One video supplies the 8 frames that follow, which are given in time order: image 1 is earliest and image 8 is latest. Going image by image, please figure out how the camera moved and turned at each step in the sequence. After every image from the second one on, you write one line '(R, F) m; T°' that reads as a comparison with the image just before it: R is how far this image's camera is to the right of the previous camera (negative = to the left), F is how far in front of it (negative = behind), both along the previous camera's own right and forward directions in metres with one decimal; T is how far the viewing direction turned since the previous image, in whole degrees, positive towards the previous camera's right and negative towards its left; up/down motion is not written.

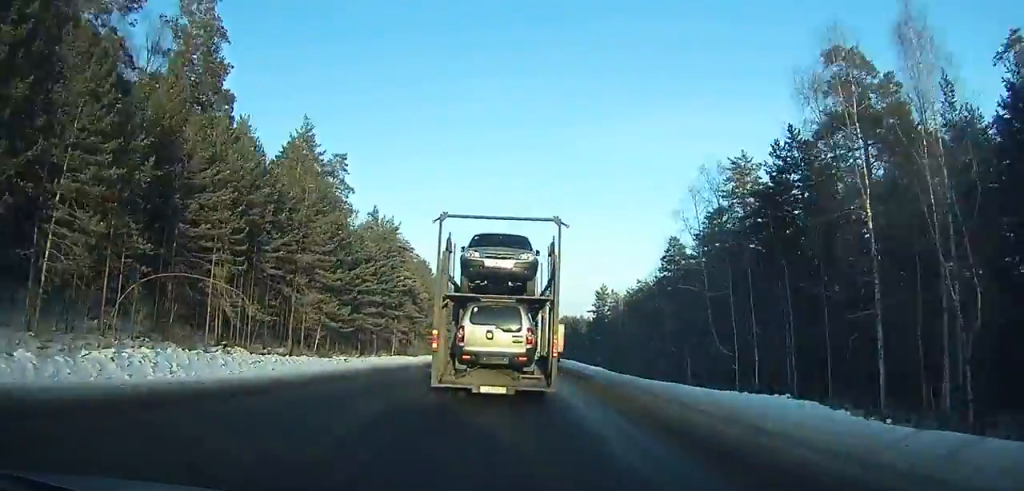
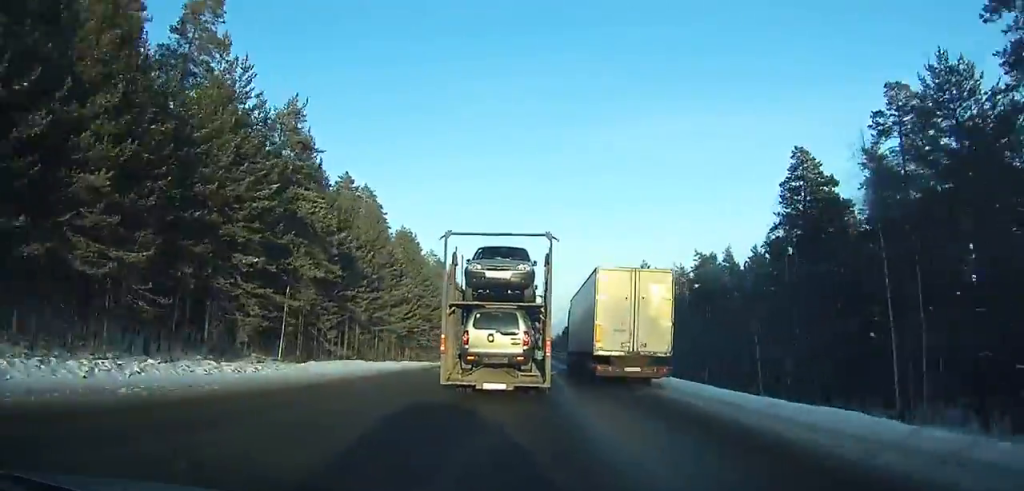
(-0.3, +42.4) m; 0°
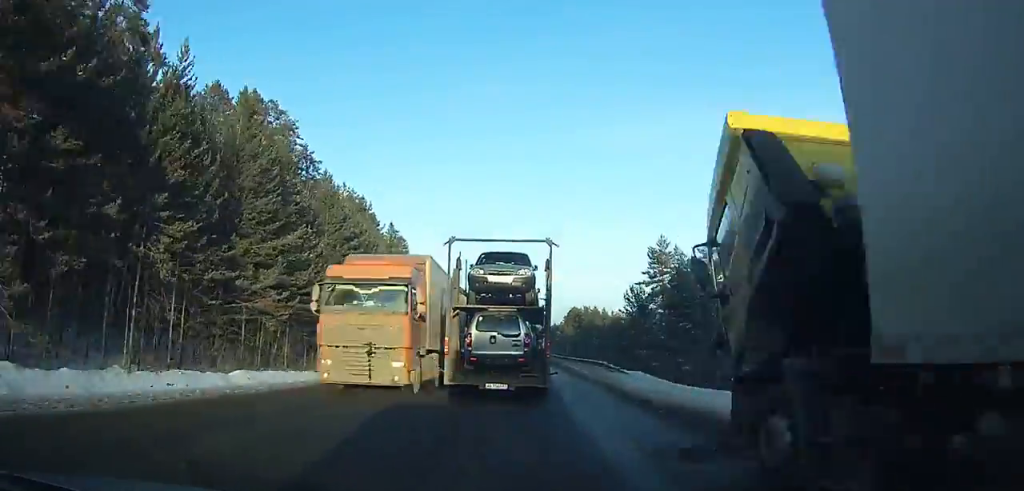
(0.0, +30.0) m; 0°
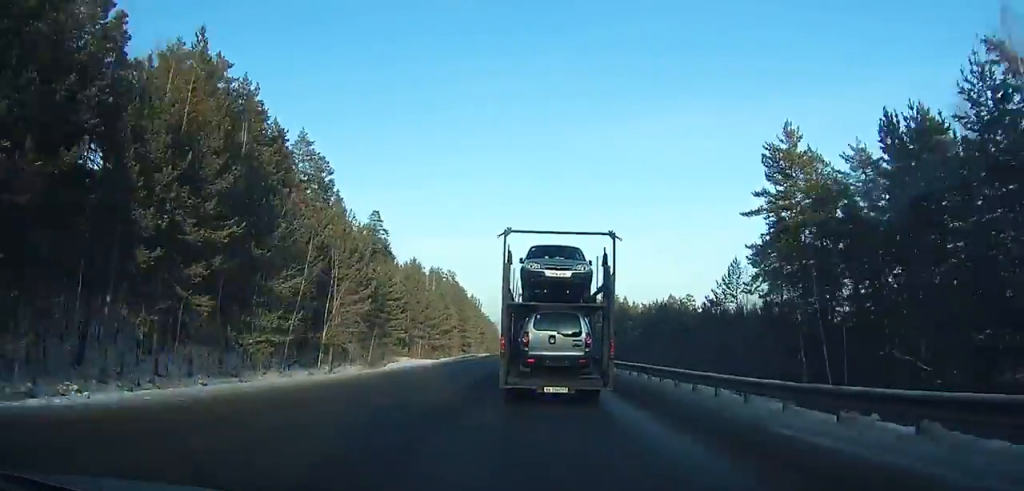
(-0.1, +49.0) m; 0°
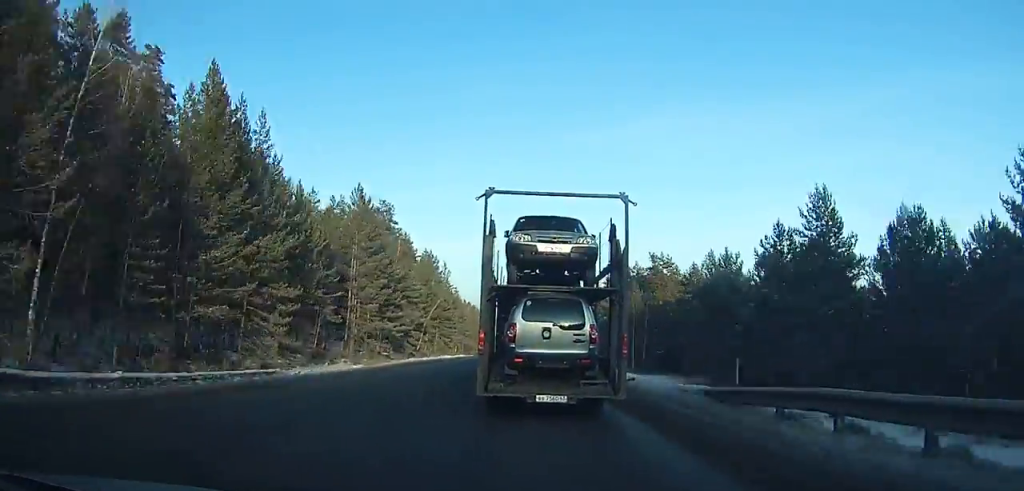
(-0.4, +85.1) m; -1°
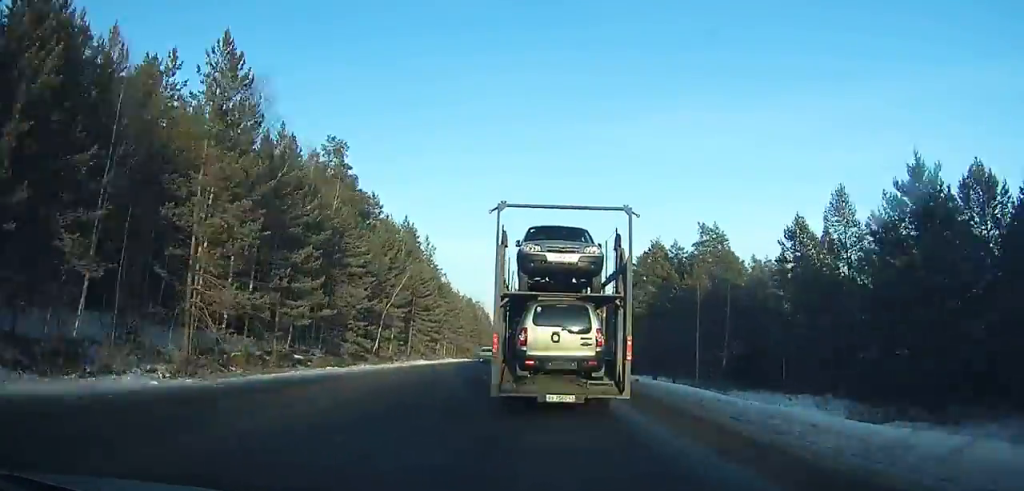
(-0.4, +33.1) m; 0°
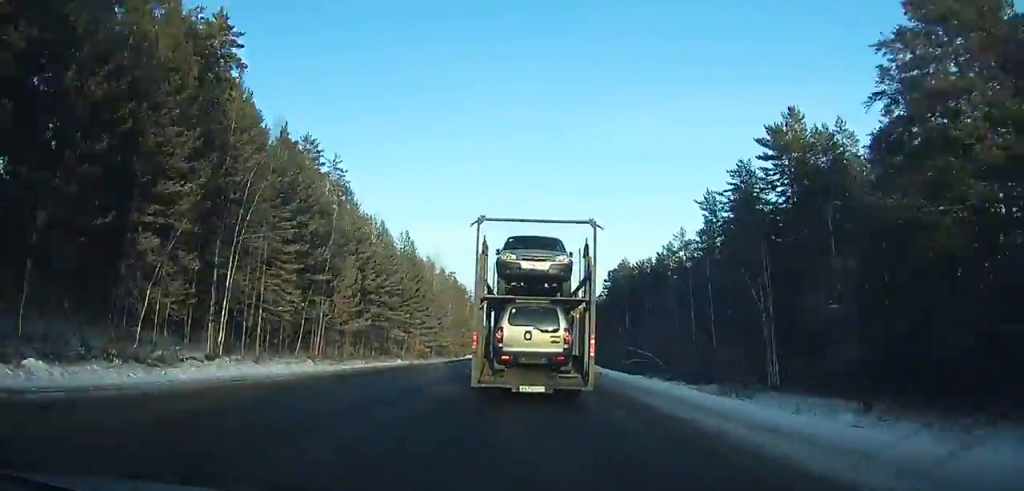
(+0.7, +84.8) m; +1°
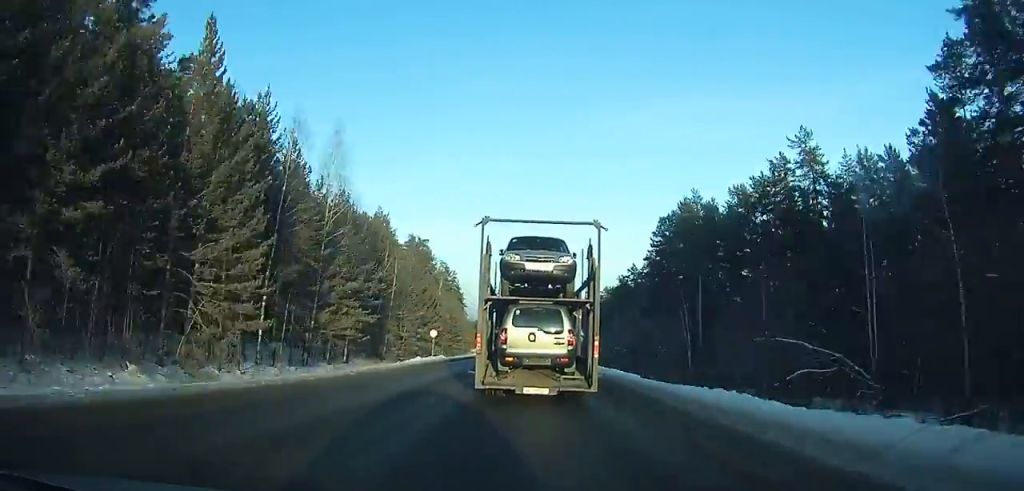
(+0.4, +54.4) m; 0°
